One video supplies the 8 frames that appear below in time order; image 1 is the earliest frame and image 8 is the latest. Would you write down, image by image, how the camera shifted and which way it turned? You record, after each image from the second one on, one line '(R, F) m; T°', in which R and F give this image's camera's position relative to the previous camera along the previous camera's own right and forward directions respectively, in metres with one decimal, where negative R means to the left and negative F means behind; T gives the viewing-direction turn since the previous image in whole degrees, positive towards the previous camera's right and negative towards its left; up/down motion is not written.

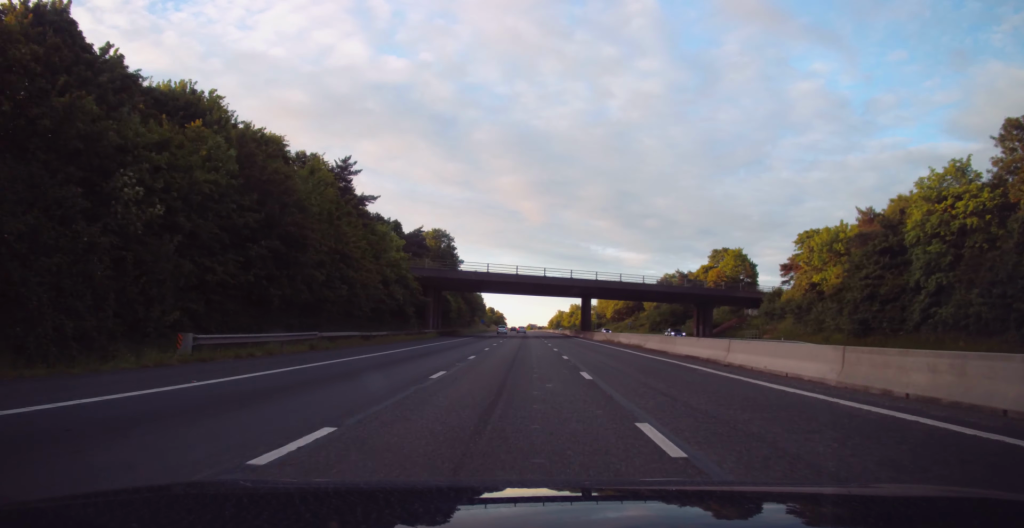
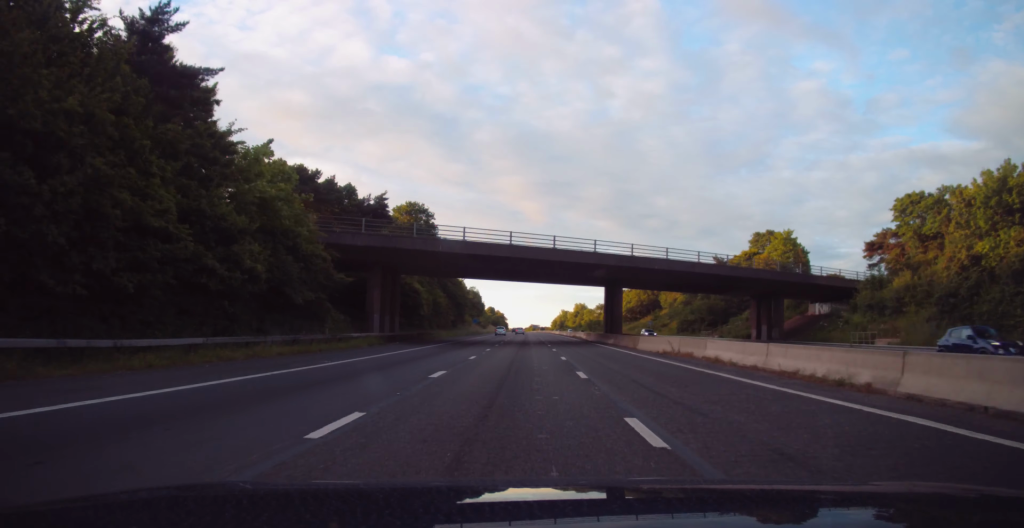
(-0.3, +26.0) m; 0°
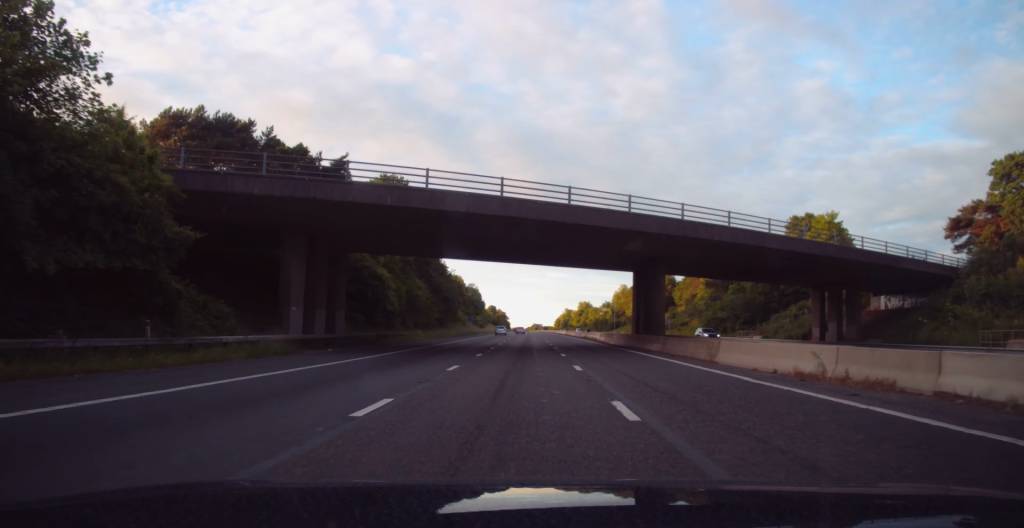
(+0.1, +16.2) m; 0°
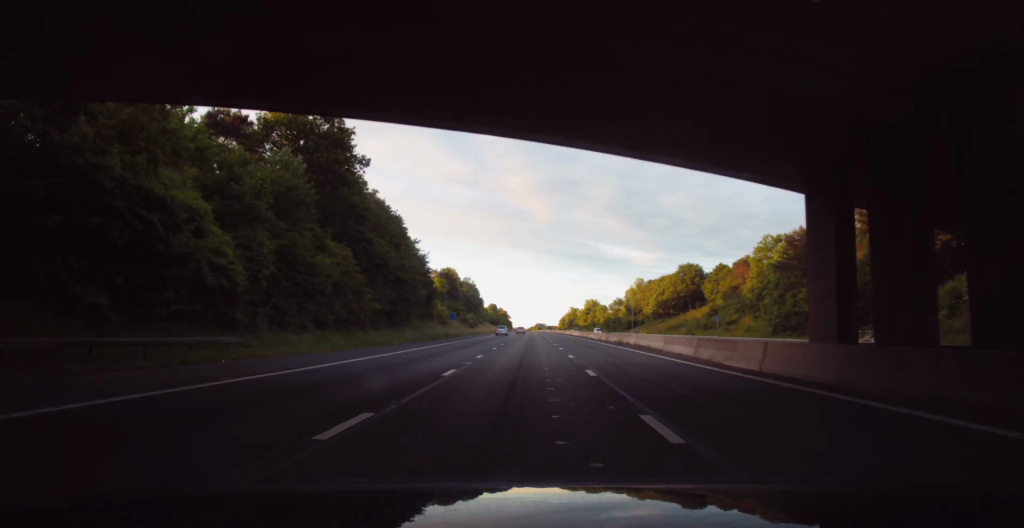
(0.0, +29.1) m; 0°
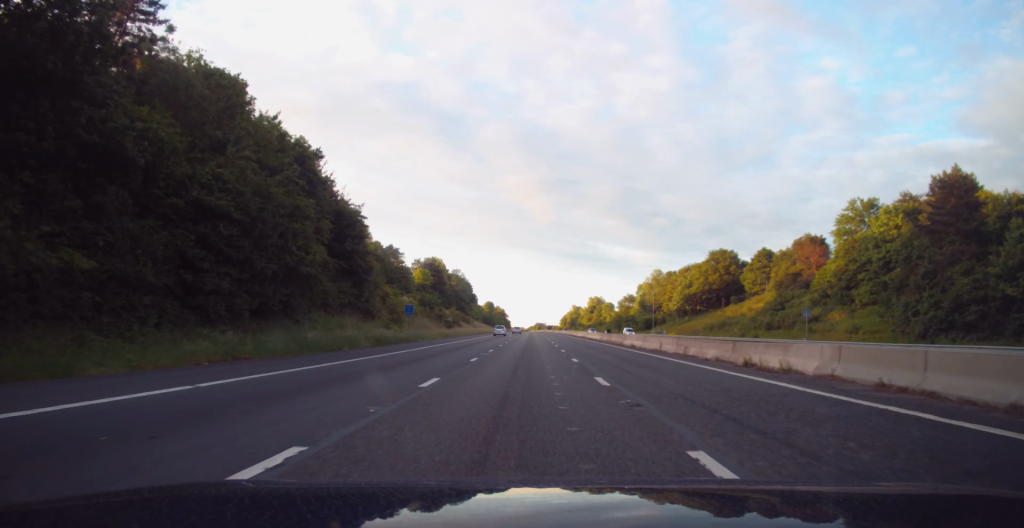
(-0.1, +30.2) m; 0°
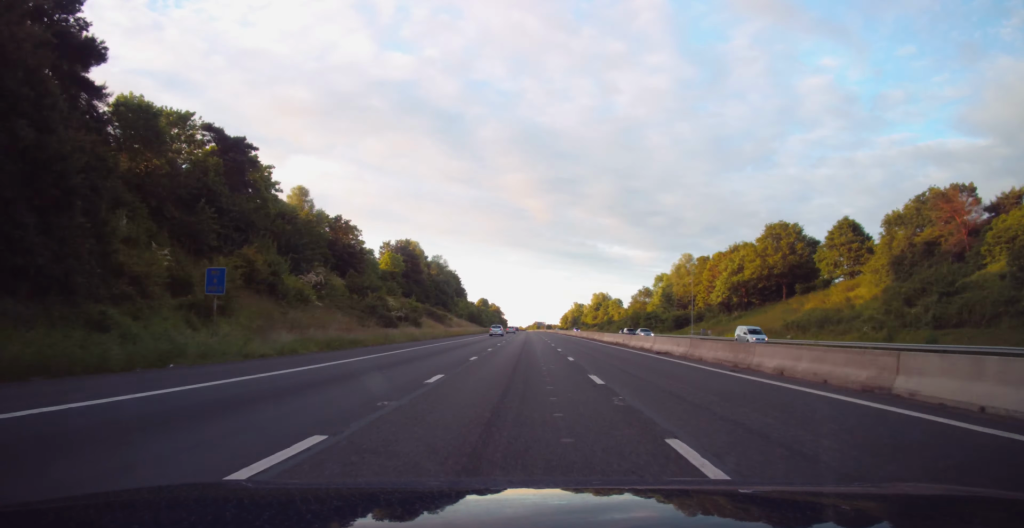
(+0.1, +35.8) m; 0°
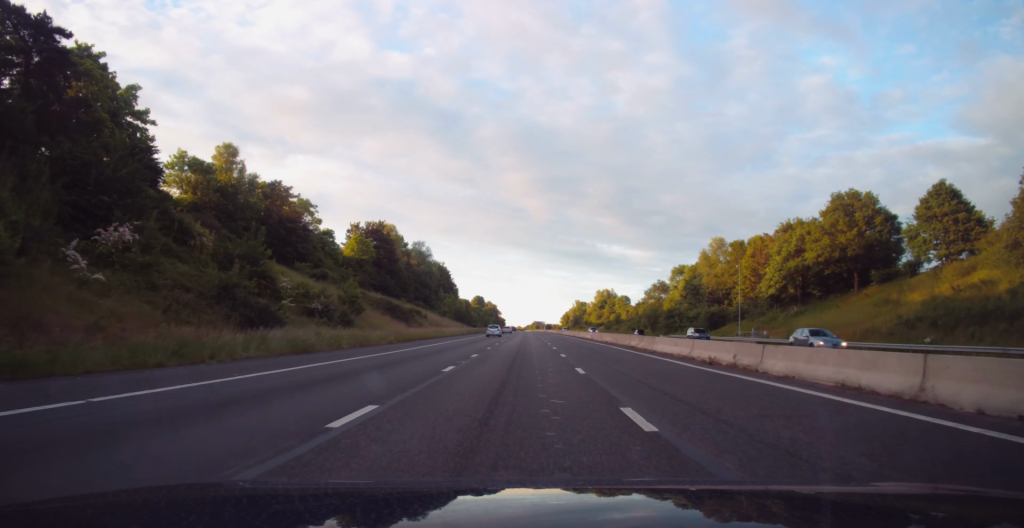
(+0.1, +24.9) m; 0°
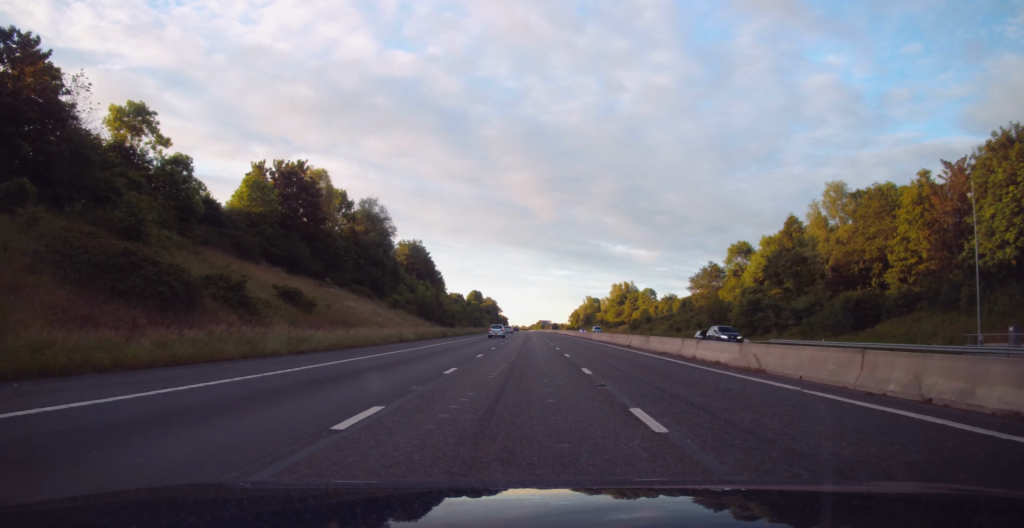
(-0.3, +45.3) m; 0°
